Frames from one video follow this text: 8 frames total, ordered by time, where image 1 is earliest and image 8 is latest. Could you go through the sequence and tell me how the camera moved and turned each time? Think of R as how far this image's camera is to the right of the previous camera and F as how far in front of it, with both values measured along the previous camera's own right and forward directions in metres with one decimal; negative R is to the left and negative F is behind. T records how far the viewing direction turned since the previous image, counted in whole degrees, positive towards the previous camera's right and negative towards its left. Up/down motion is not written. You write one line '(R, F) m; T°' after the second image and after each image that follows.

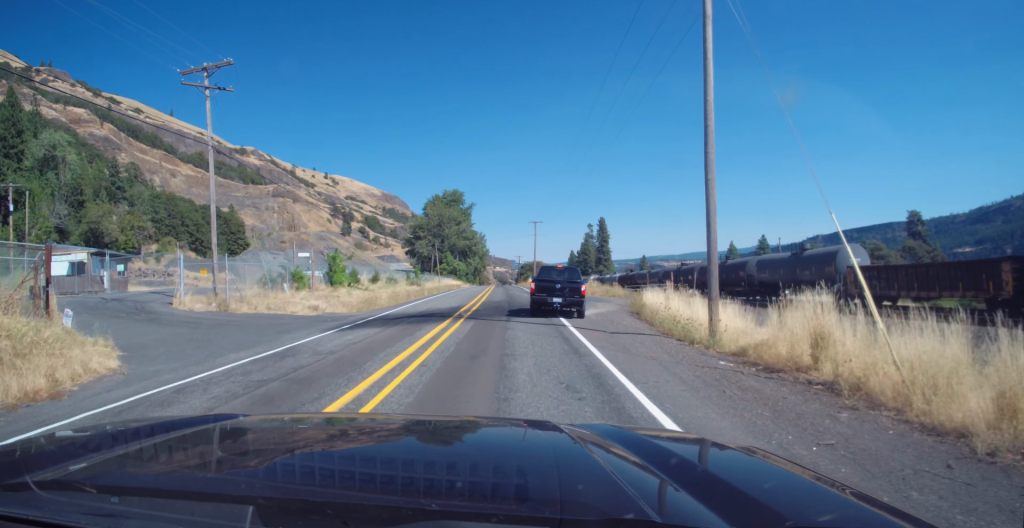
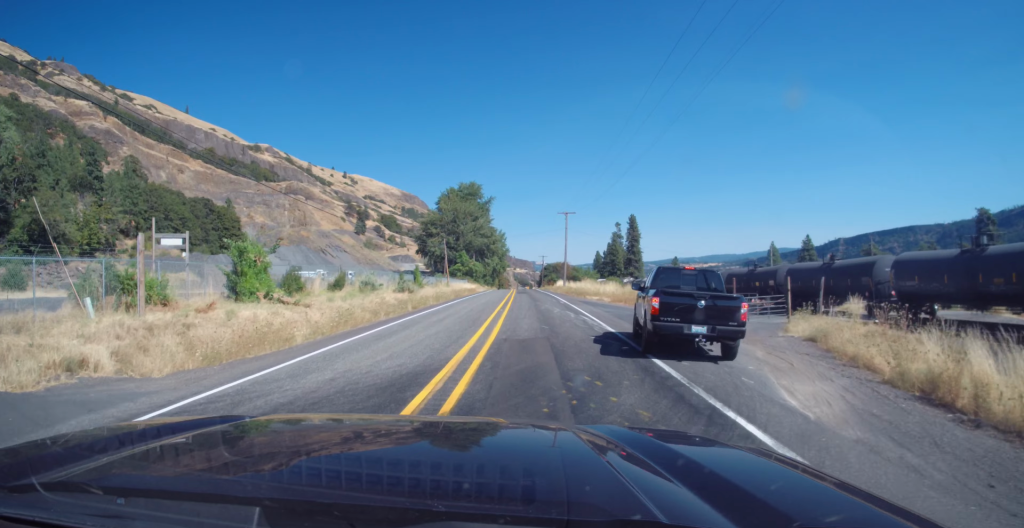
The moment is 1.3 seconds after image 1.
(-0.5, +19.3) m; -1°
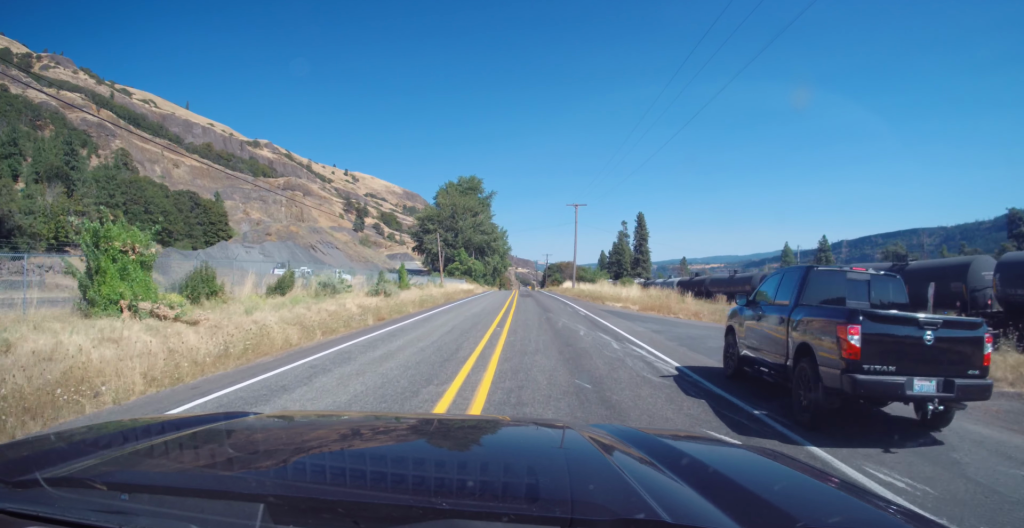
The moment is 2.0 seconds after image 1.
(0.0, +10.5) m; +1°
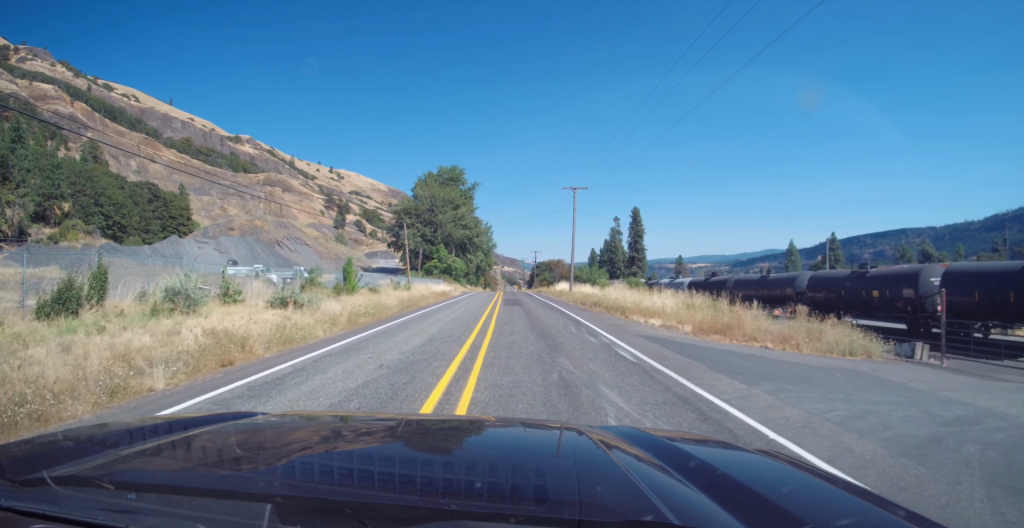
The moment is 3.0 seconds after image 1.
(+0.2, +14.4) m; +1°
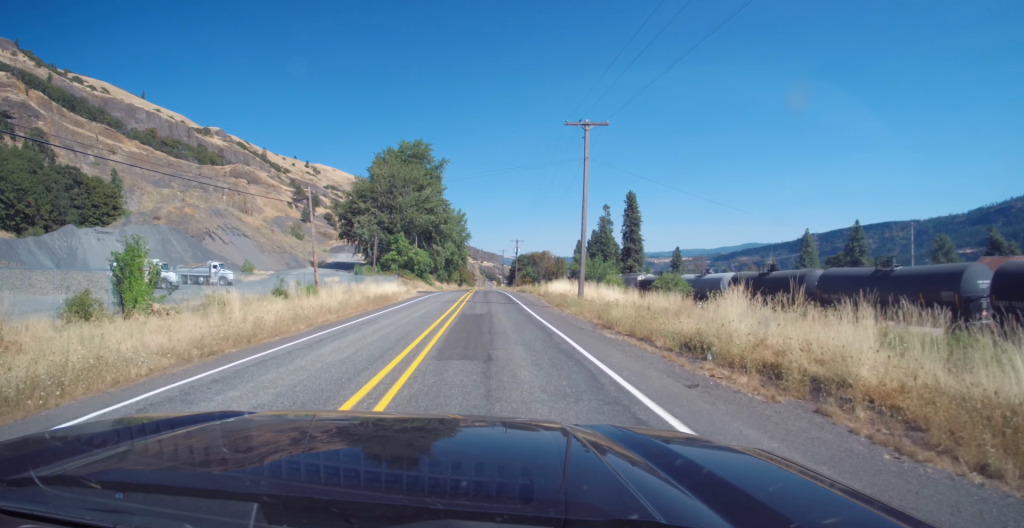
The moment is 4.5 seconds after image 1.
(+0.2, +24.3) m; +1°
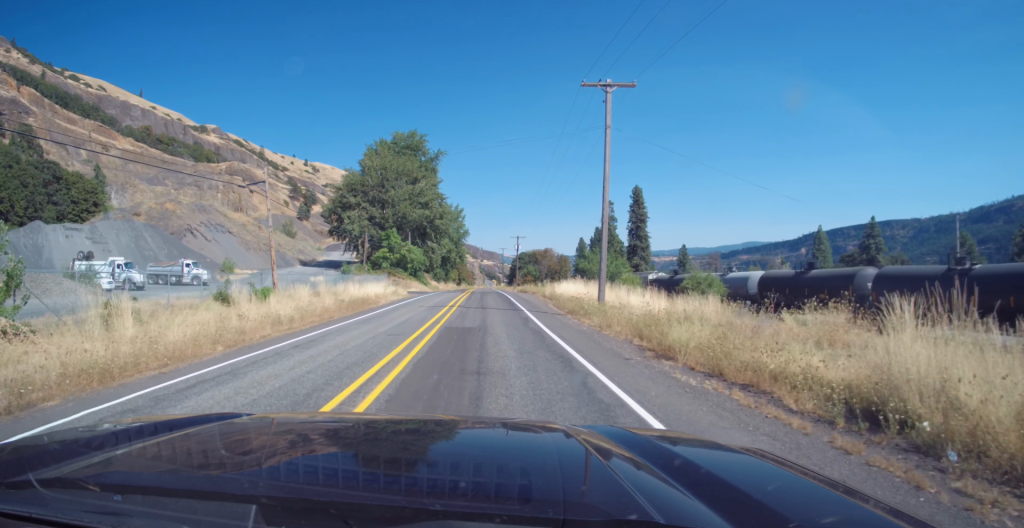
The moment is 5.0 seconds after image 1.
(0.0, +7.2) m; 0°
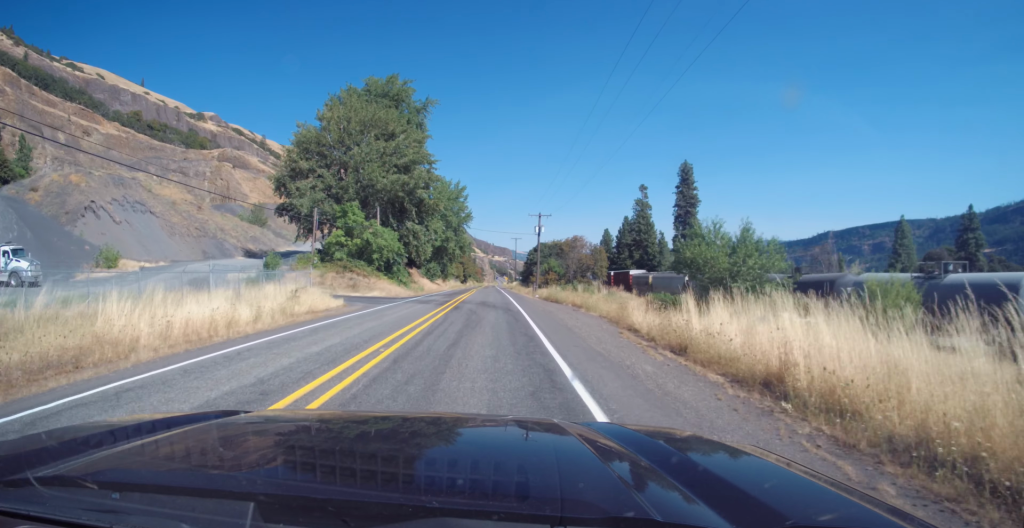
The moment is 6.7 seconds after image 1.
(-0.1, +32.5) m; -1°
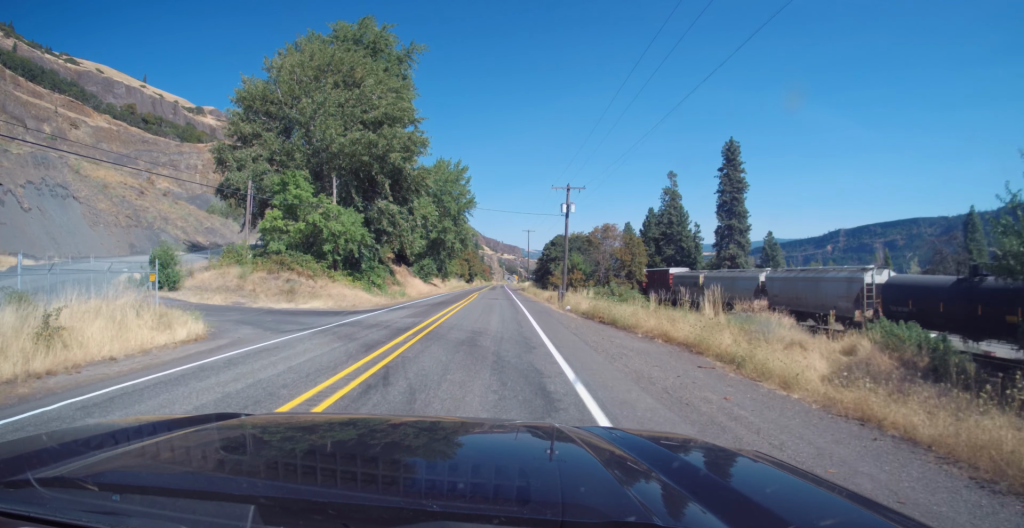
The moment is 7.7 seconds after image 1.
(-0.3, +20.1) m; 0°
